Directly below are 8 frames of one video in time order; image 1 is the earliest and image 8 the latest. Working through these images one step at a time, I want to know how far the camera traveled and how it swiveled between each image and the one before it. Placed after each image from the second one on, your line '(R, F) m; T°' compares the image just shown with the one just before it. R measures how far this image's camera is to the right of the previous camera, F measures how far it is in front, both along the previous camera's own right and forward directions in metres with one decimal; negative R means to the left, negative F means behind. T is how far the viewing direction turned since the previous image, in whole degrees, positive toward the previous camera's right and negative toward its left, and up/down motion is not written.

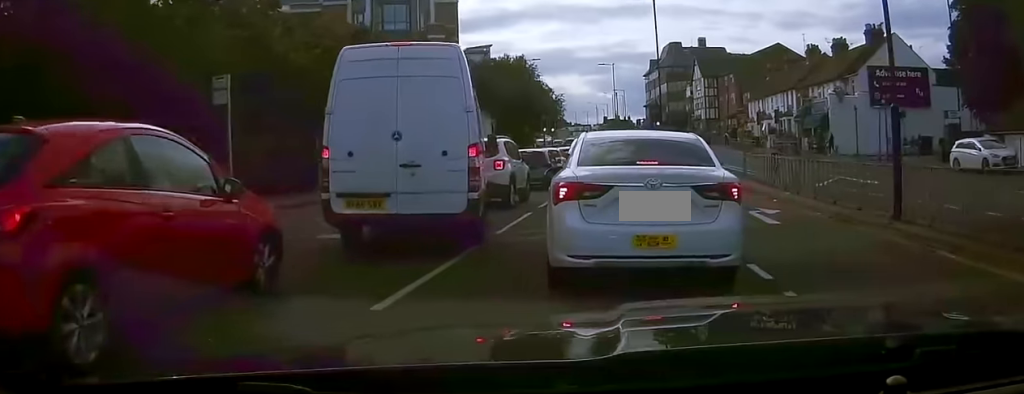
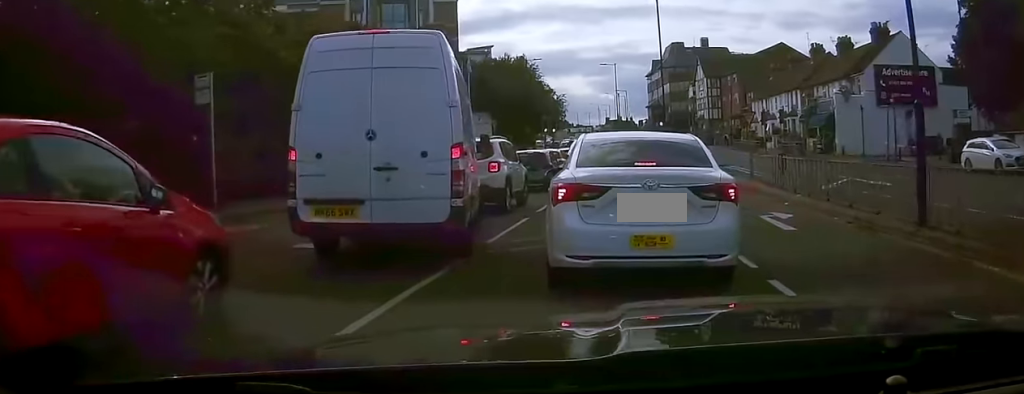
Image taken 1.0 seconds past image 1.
(+0.1, +1.1) m; 0°
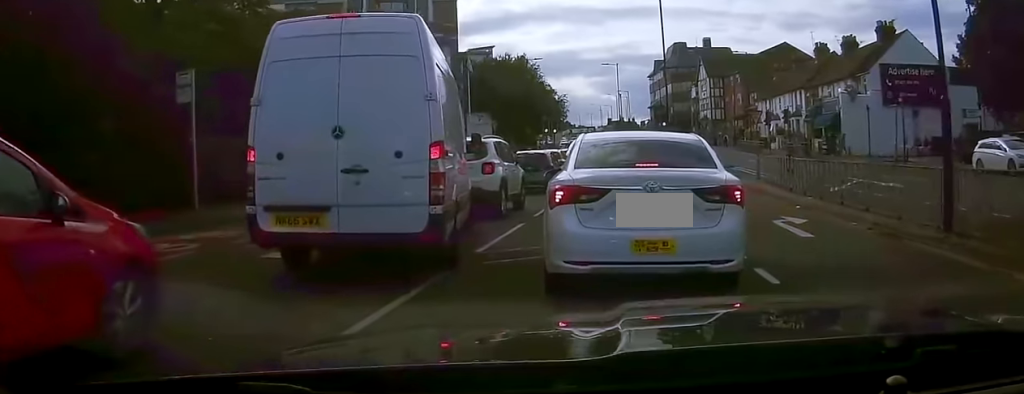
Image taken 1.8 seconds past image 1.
(+0.3, +0.9) m; 0°
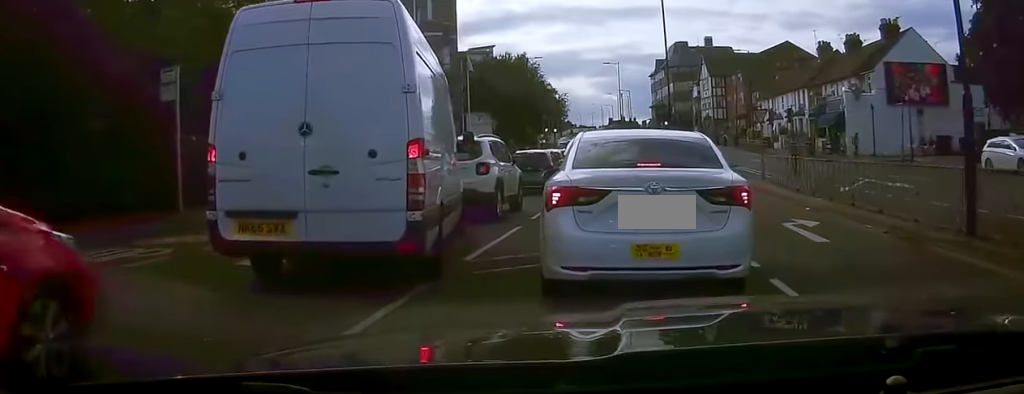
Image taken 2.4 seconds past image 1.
(+0.3, +0.7) m; 0°
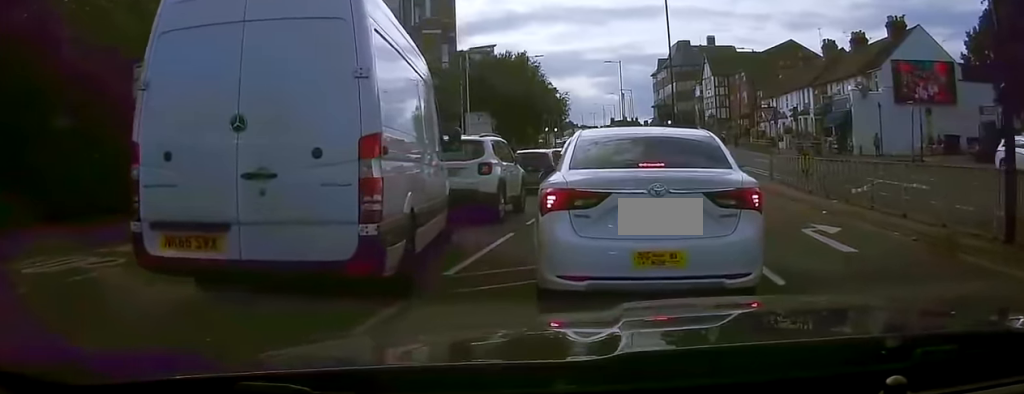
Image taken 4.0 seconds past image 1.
(+0.3, +1.1) m; 0°
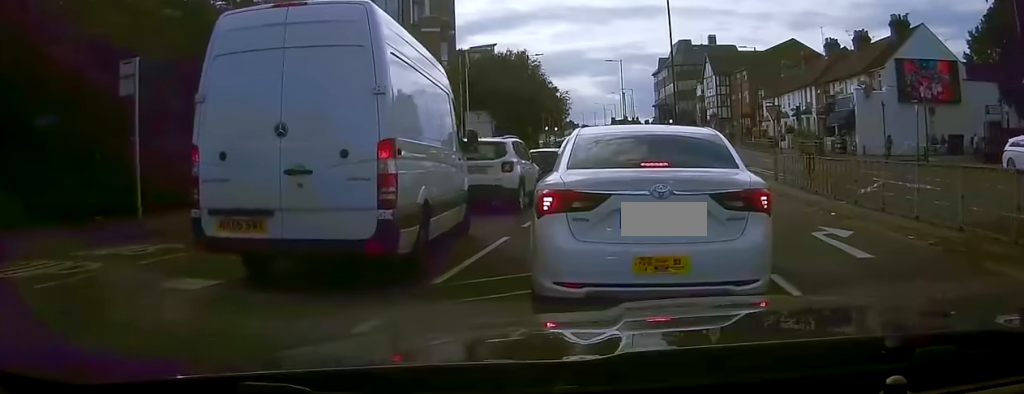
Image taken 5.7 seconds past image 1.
(0.0, +0.6) m; 0°
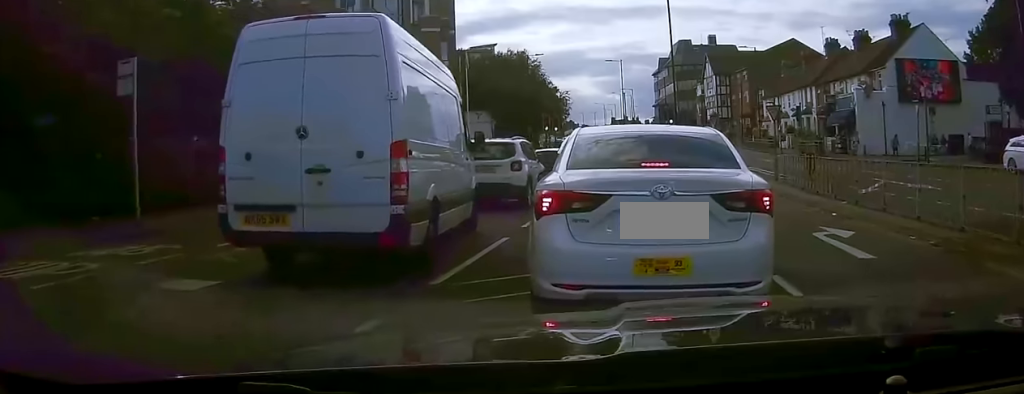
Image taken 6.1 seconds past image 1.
(0.0, 0.0) m; 0°
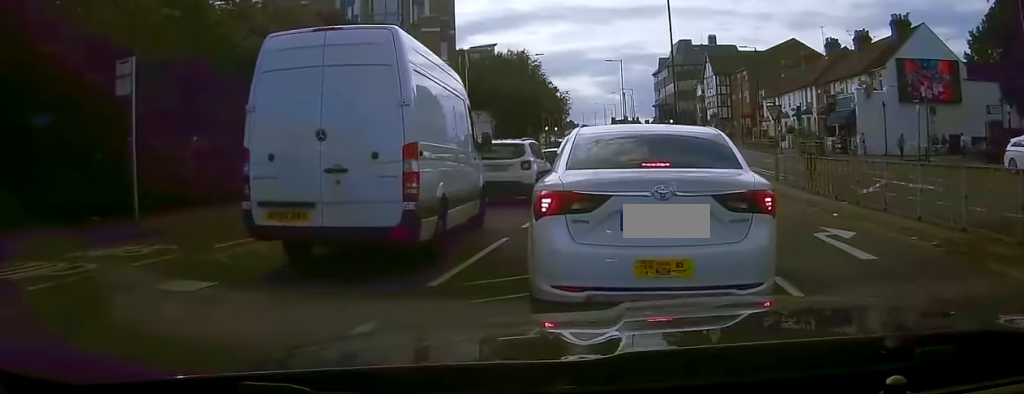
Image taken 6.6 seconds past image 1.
(0.0, 0.0) m; 0°
